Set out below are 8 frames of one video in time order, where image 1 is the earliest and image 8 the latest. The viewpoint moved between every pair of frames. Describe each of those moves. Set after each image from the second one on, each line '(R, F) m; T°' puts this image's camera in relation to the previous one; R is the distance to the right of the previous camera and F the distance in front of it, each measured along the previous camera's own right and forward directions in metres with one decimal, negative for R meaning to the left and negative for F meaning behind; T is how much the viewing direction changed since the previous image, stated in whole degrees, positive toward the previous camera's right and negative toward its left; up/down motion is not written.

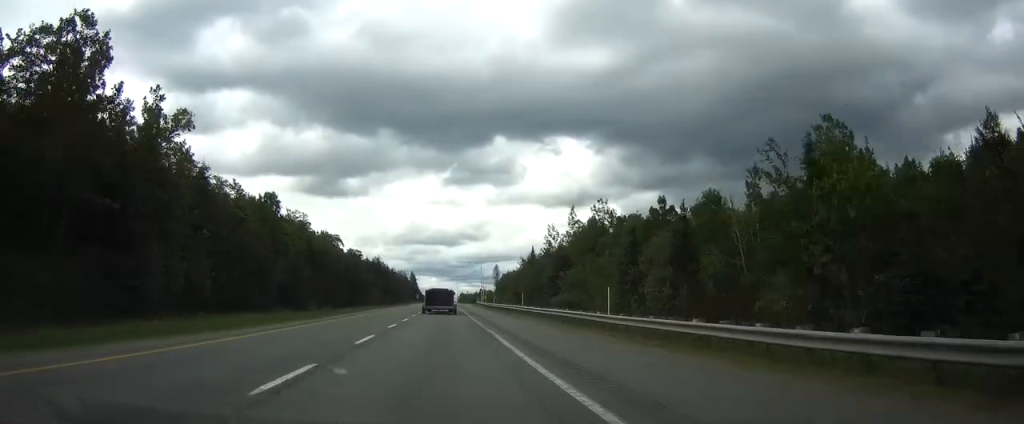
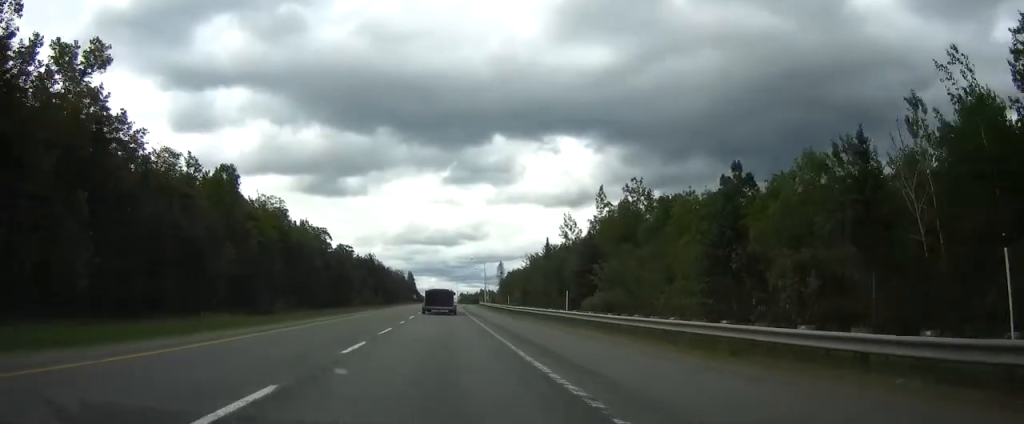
(0.0, +20.9) m; 0°
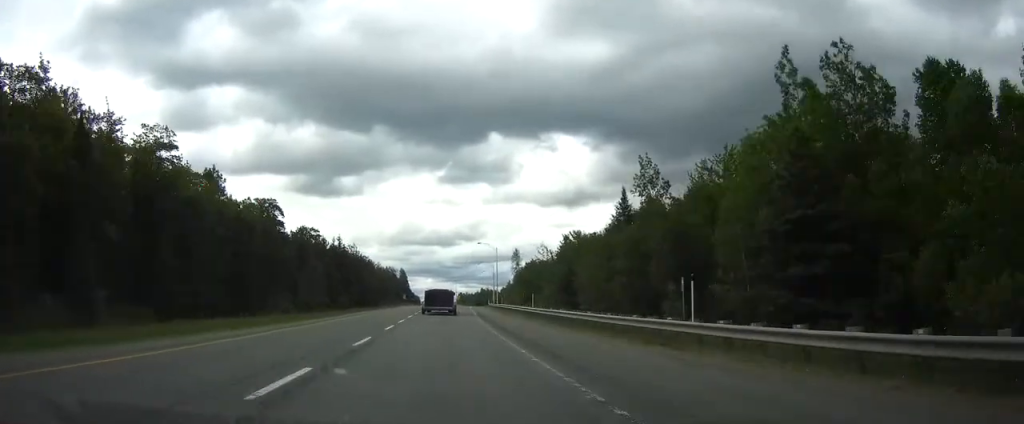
(-0.1, +53.2) m; 0°
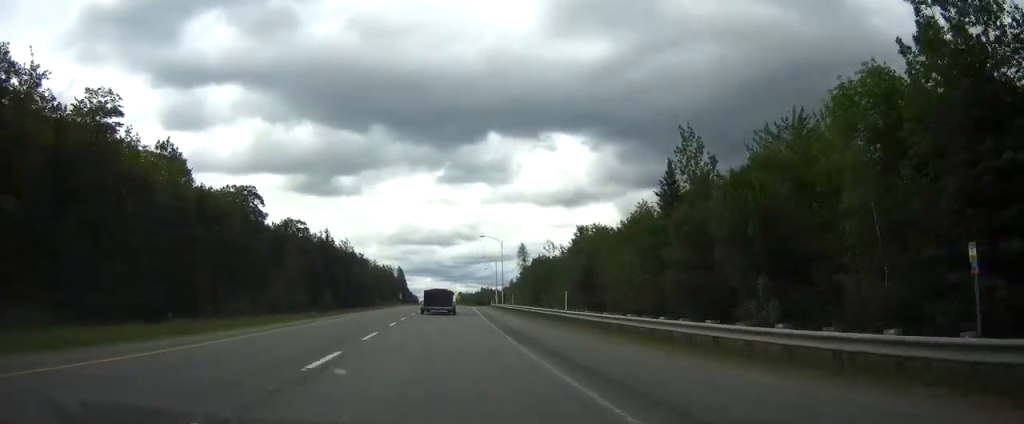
(0.0, +14.4) m; 0°
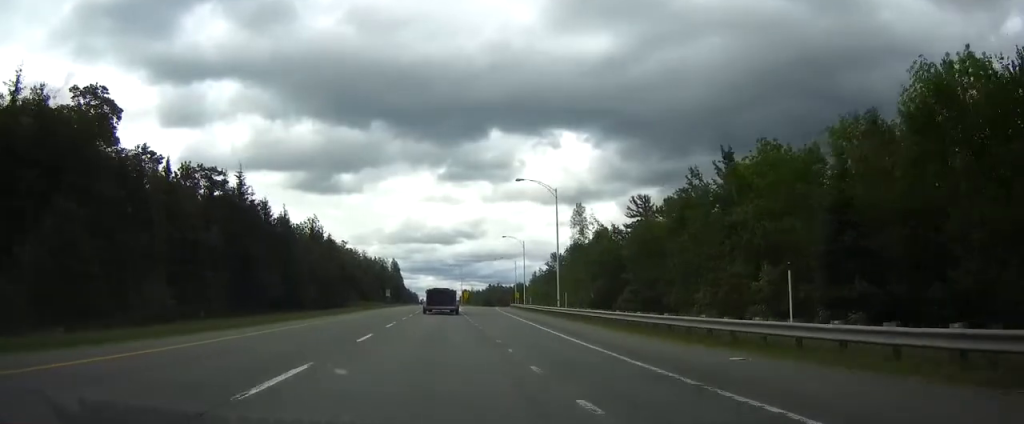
(+0.3, +57.9) m; 0°
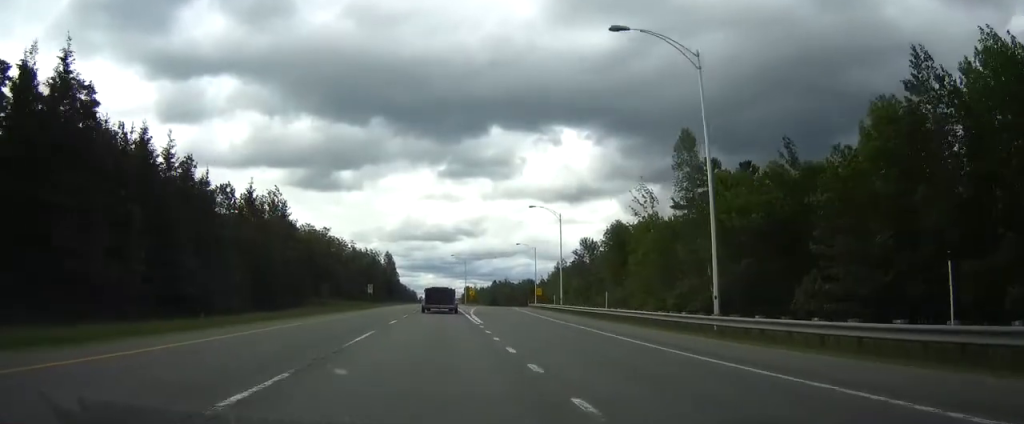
(-0.1, +38.7) m; 0°
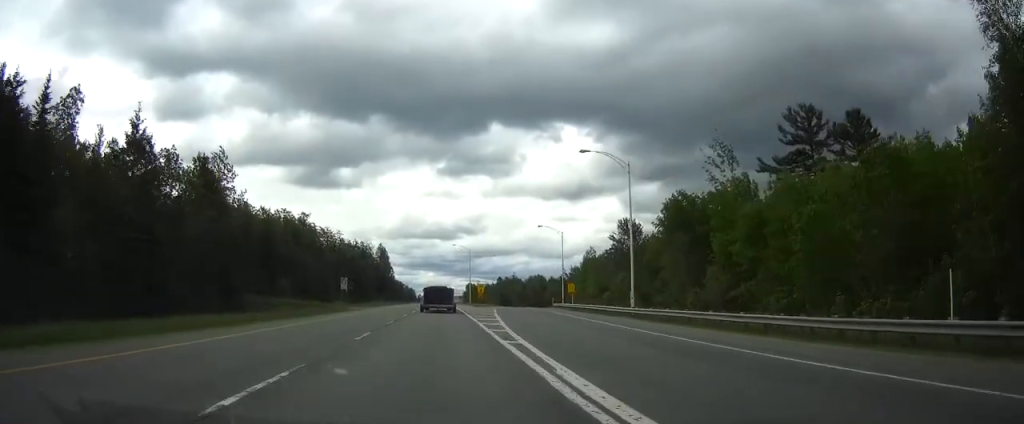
(-0.1, +32.6) m; 0°
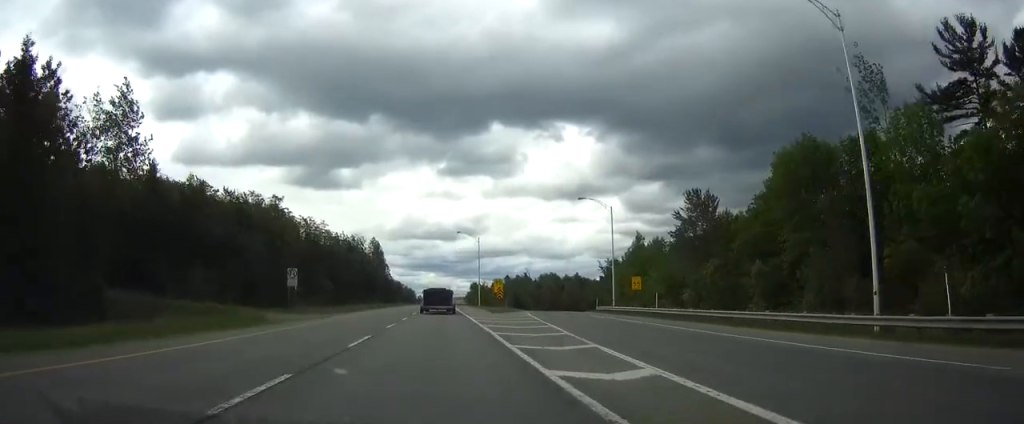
(+0.2, +32.0) m; 0°
